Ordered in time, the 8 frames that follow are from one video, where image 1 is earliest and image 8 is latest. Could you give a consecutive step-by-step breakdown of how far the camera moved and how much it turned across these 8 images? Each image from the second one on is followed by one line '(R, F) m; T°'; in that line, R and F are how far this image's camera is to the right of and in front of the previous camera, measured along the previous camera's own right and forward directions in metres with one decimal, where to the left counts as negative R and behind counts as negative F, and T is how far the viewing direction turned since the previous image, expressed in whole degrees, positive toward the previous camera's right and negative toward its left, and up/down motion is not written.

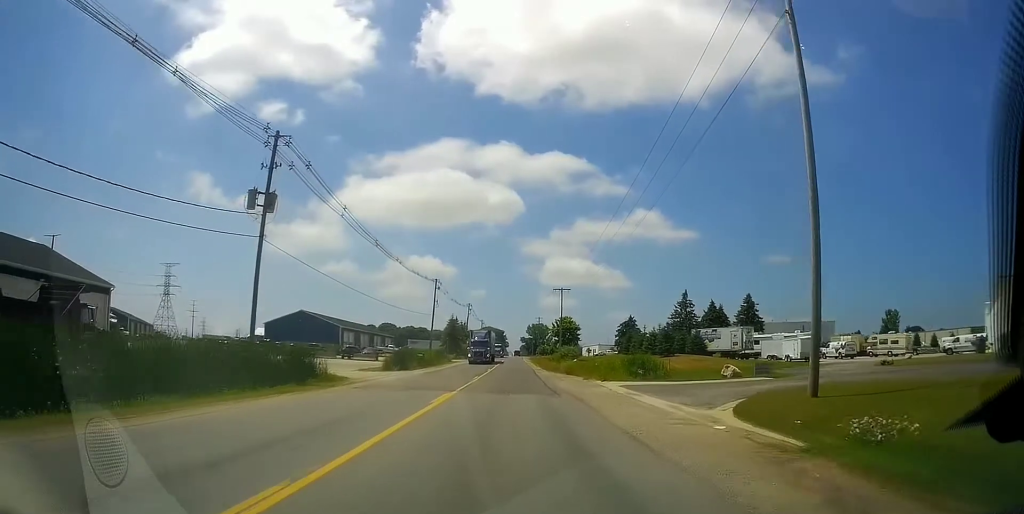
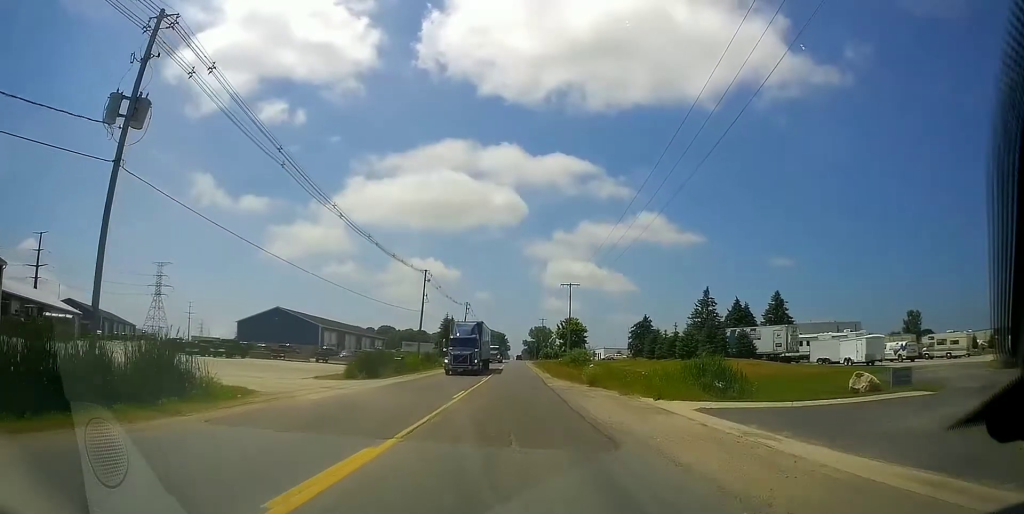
(-0.7, +11.8) m; -5°
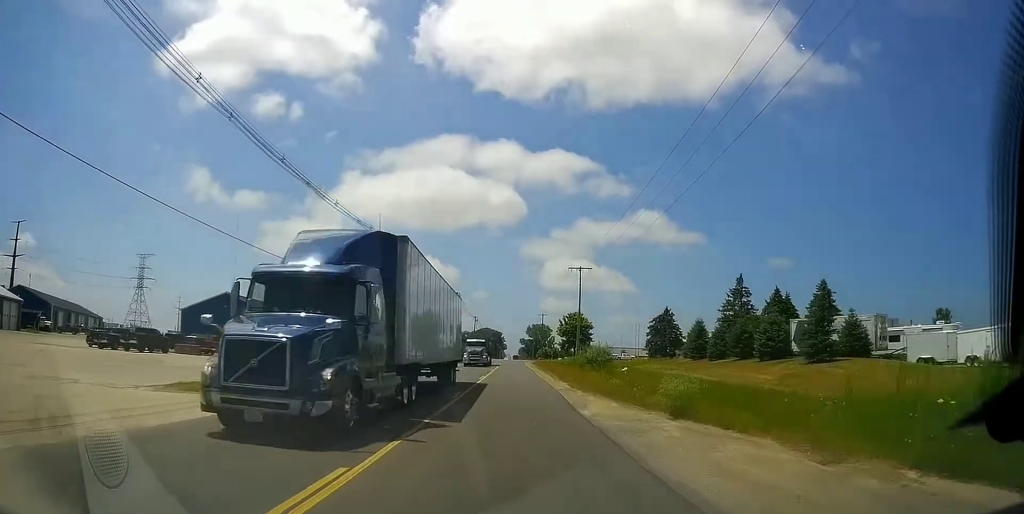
(-0.6, +16.7) m; -1°
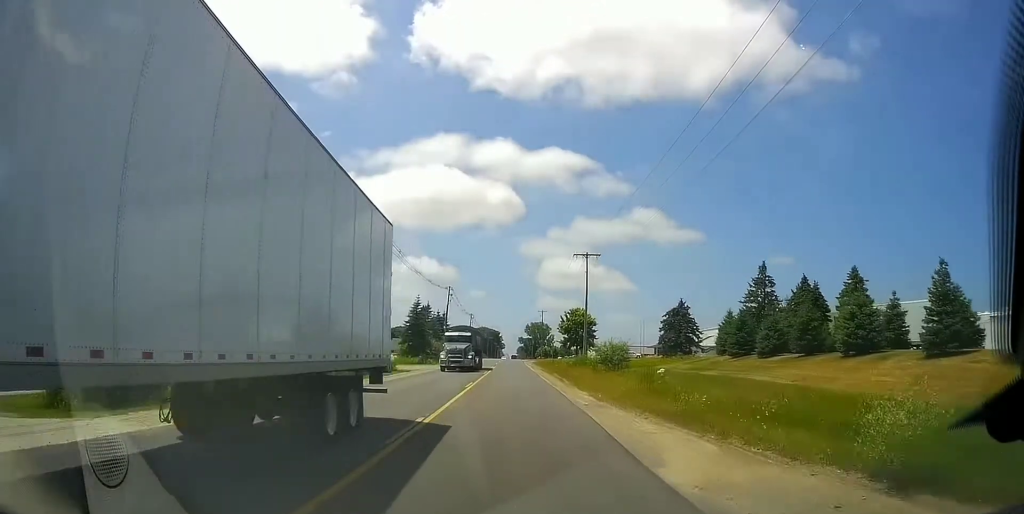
(+0.4, +9.6) m; +2°
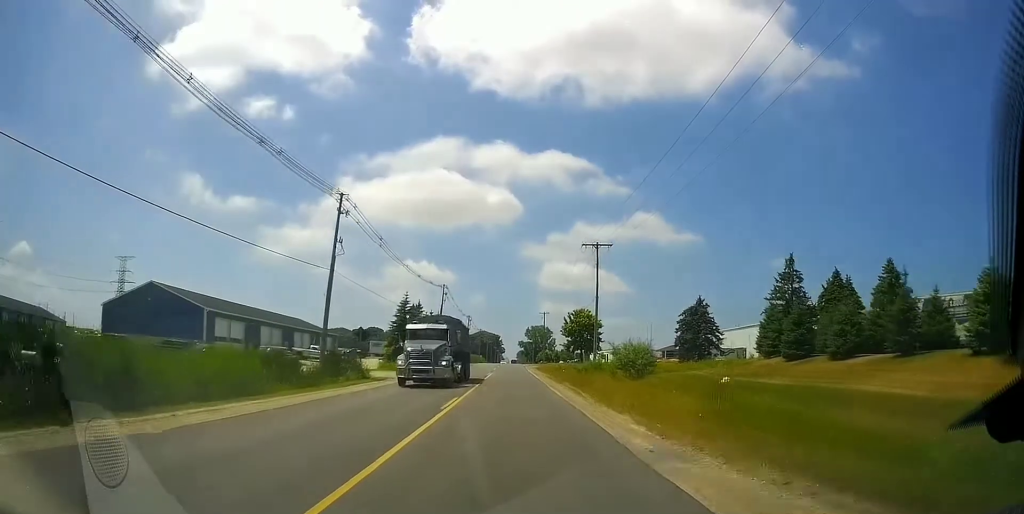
(+0.1, +8.2) m; 0°
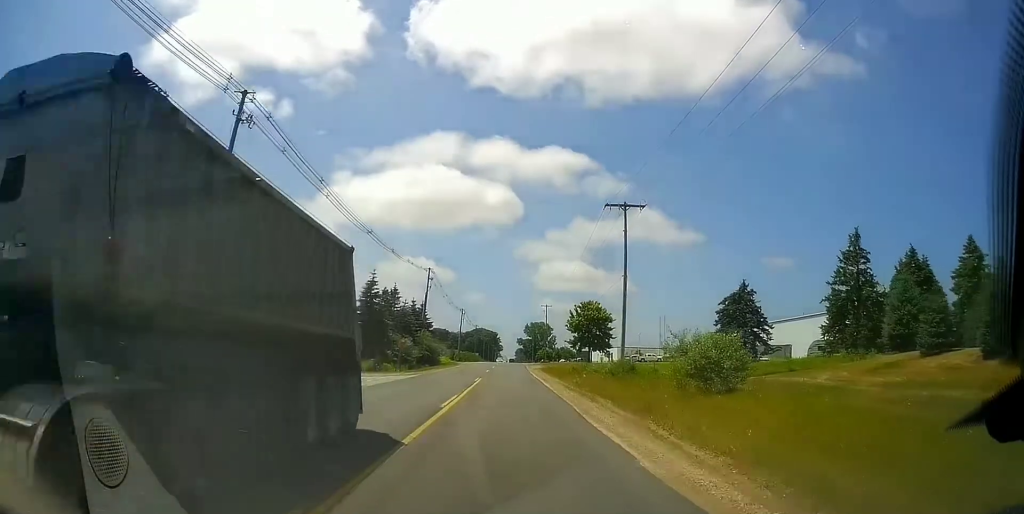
(0.0, +15.6) m; 0°
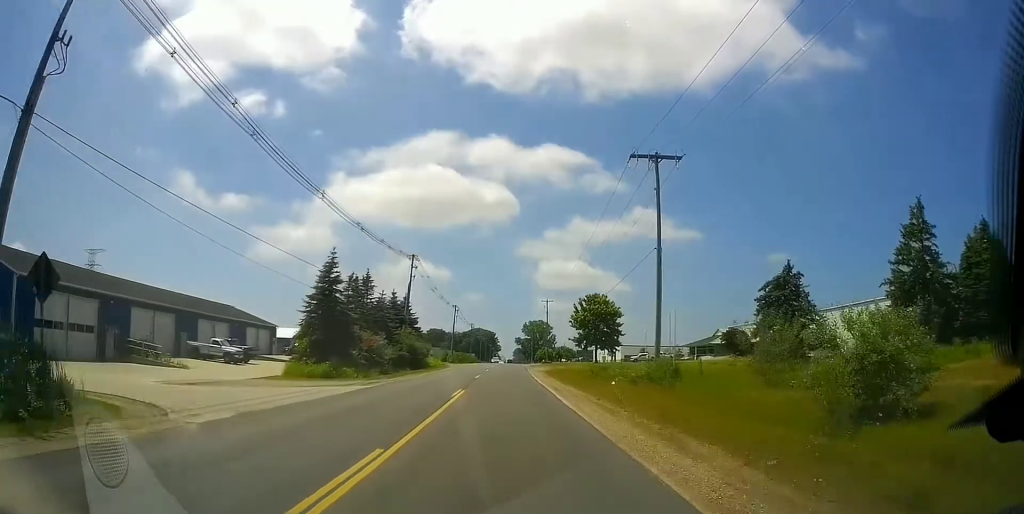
(0.0, +11.0) m; +1°
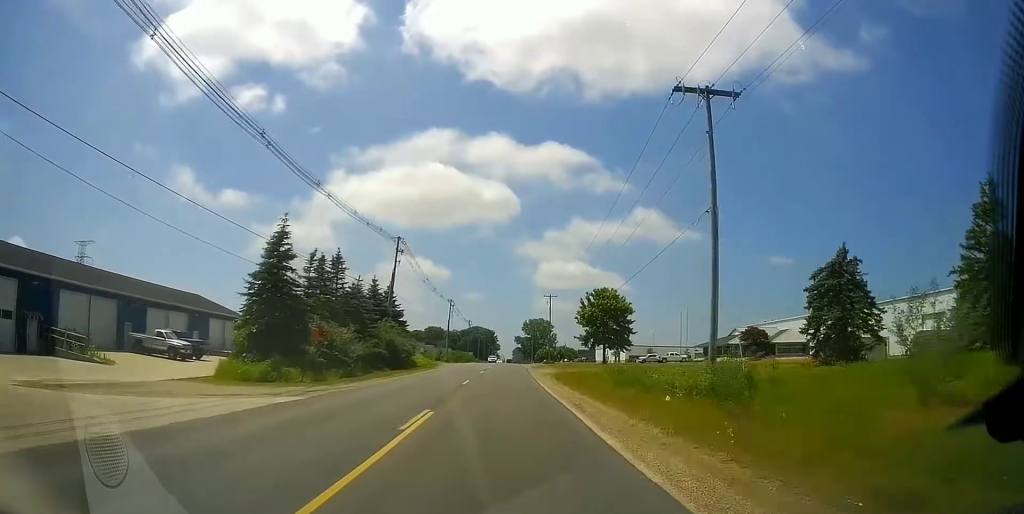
(-0.1, +8.9) m; +1°
